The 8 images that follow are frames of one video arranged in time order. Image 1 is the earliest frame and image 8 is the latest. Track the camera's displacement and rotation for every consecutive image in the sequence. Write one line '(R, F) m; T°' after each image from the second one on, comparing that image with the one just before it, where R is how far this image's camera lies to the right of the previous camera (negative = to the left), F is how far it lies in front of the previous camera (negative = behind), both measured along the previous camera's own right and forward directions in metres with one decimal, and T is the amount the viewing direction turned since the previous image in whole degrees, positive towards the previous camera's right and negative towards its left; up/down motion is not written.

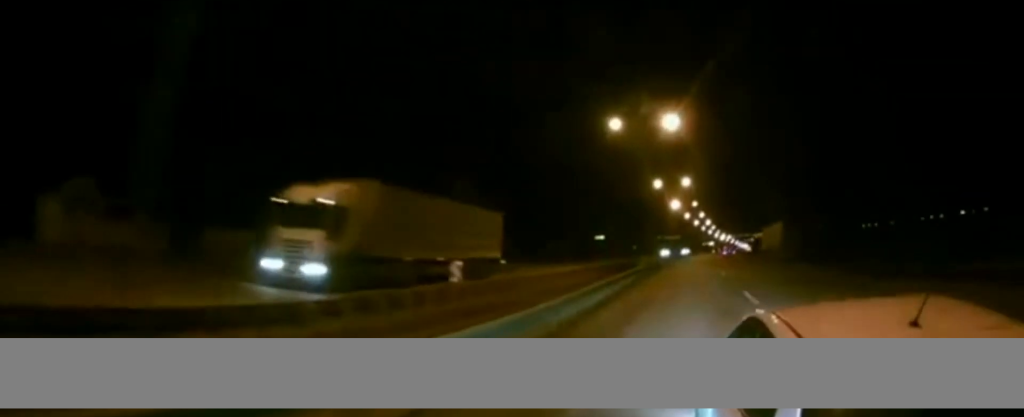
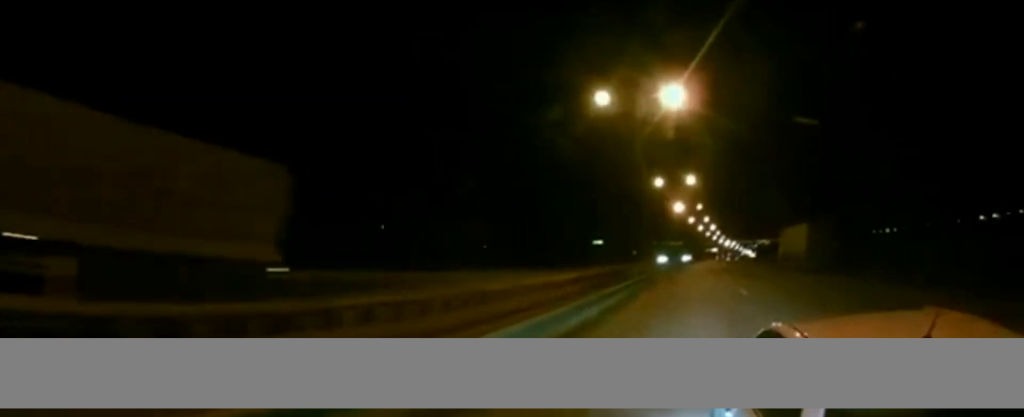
(0.0, +9.9) m; 0°
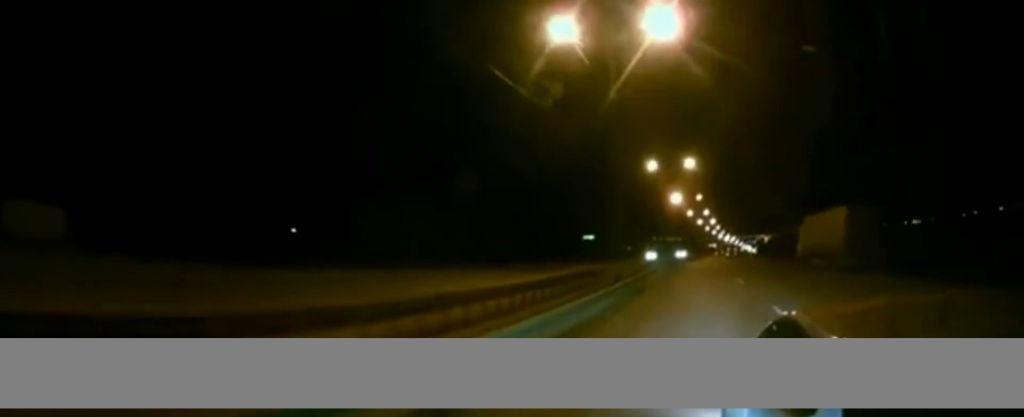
(0.0, +11.0) m; 0°
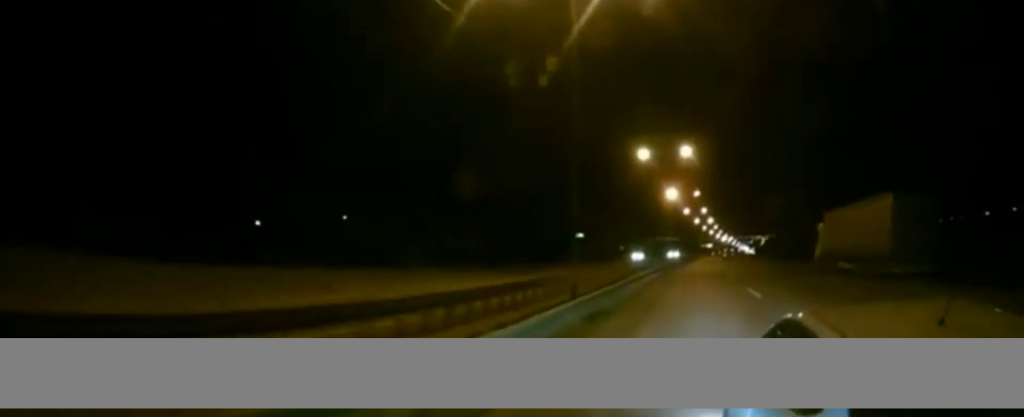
(0.0, +7.9) m; 0°
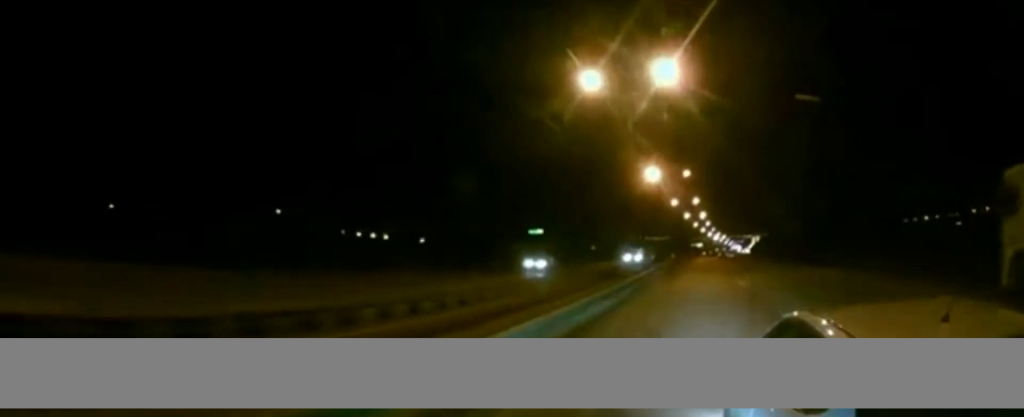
(+0.3, +26.3) m; +1°
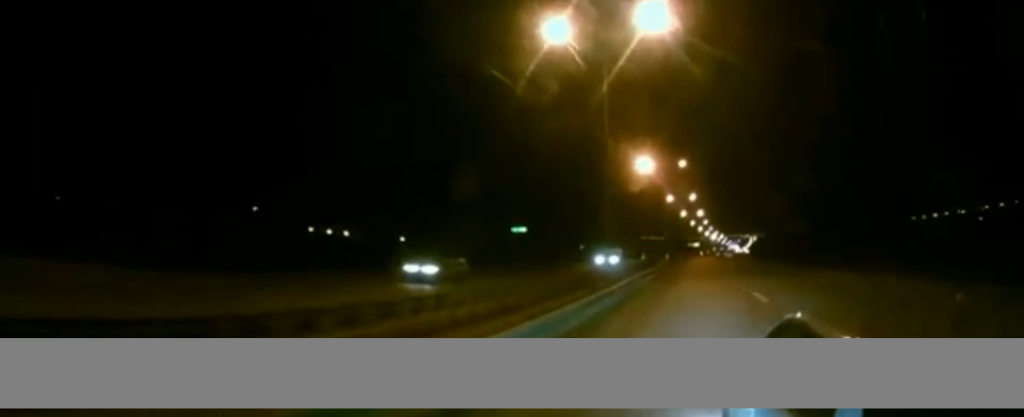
(+0.1, +8.0) m; 0°
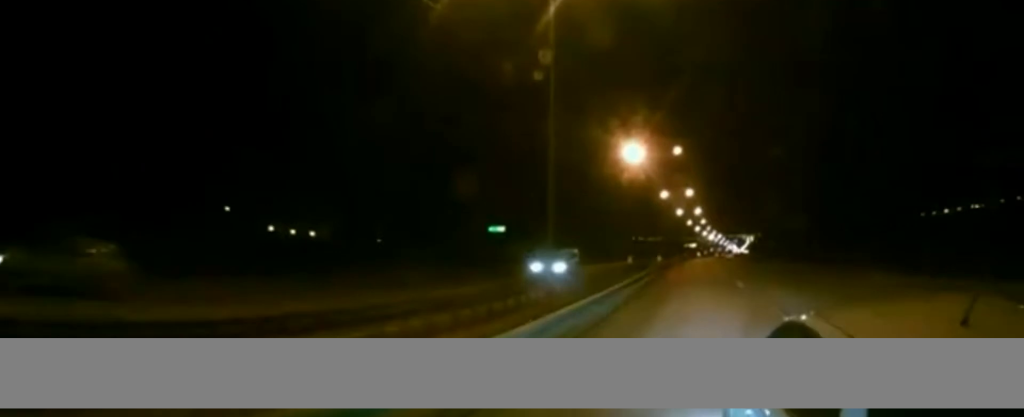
(0.0, +8.6) m; 0°
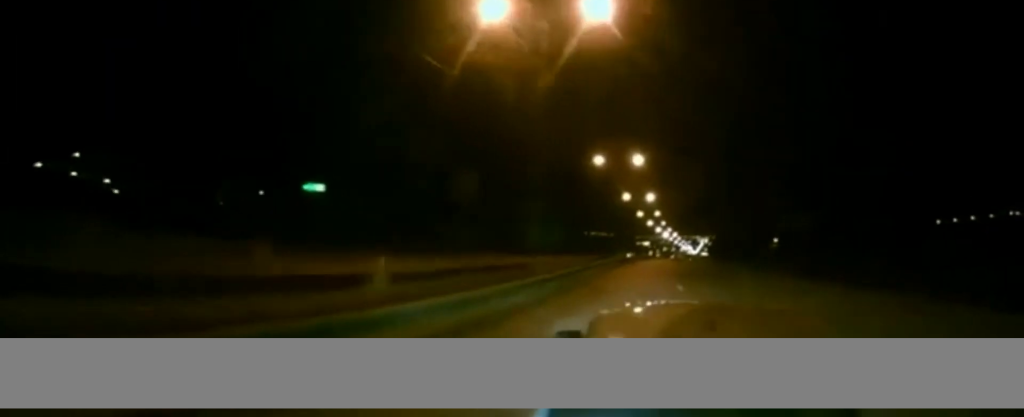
(+1.1, +34.9) m; +5°
